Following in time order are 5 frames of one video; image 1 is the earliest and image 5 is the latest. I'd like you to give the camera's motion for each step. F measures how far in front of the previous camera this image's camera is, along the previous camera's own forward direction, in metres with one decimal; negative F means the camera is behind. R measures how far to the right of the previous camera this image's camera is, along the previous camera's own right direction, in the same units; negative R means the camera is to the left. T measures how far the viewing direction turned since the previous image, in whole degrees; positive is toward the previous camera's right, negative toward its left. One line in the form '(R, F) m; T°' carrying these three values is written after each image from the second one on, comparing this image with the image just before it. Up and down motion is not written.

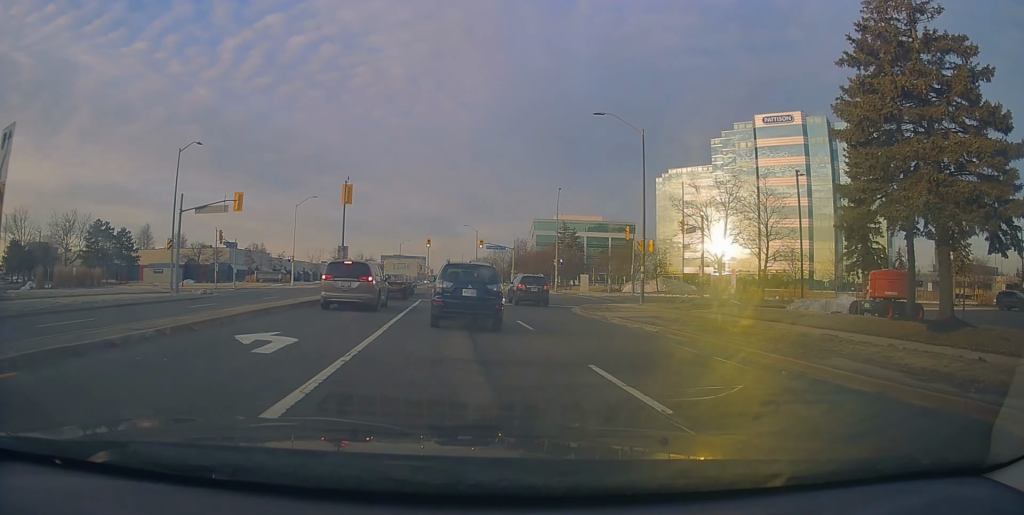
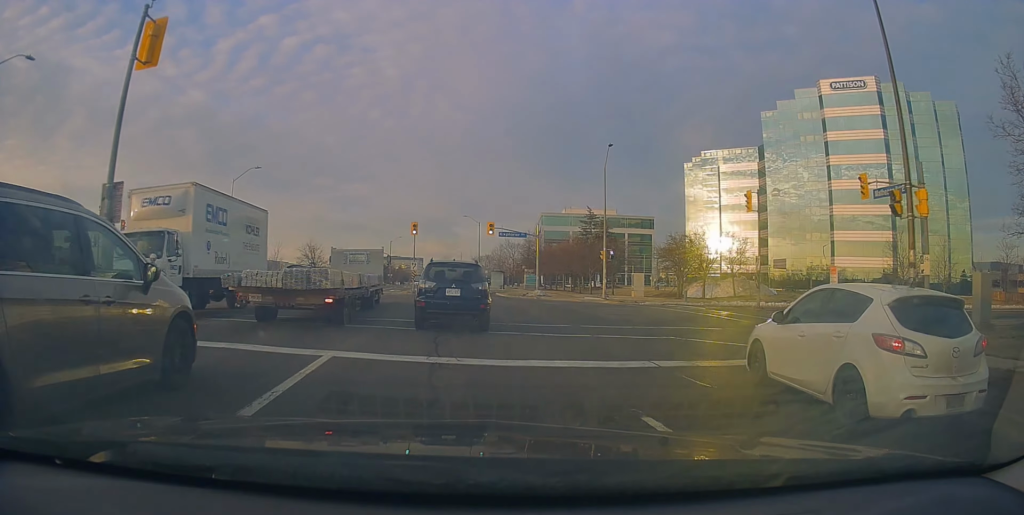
(-0.9, +21.2) m; -4°
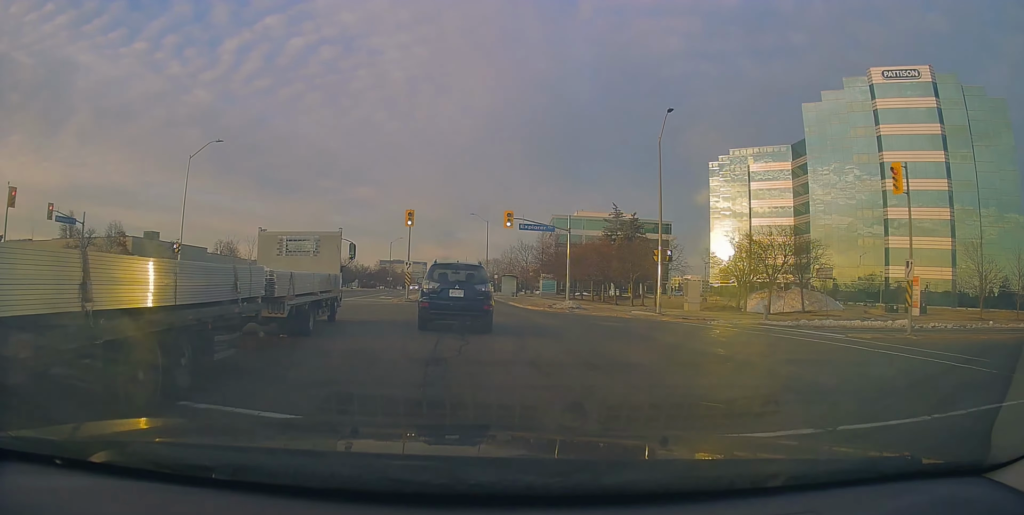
(+0.4, +10.2) m; 0°
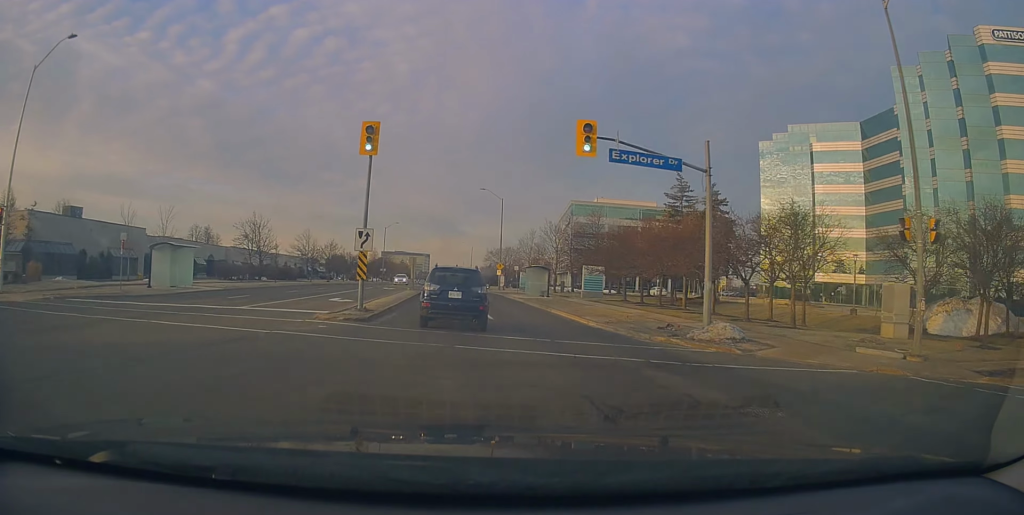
(+0.5, +19.7) m; +4°
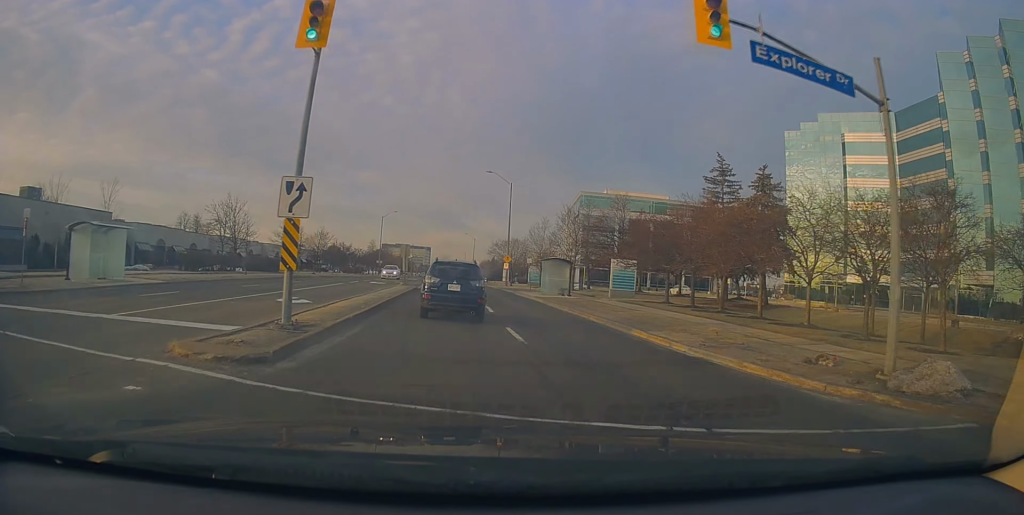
(0.0, +8.1) m; -1°
